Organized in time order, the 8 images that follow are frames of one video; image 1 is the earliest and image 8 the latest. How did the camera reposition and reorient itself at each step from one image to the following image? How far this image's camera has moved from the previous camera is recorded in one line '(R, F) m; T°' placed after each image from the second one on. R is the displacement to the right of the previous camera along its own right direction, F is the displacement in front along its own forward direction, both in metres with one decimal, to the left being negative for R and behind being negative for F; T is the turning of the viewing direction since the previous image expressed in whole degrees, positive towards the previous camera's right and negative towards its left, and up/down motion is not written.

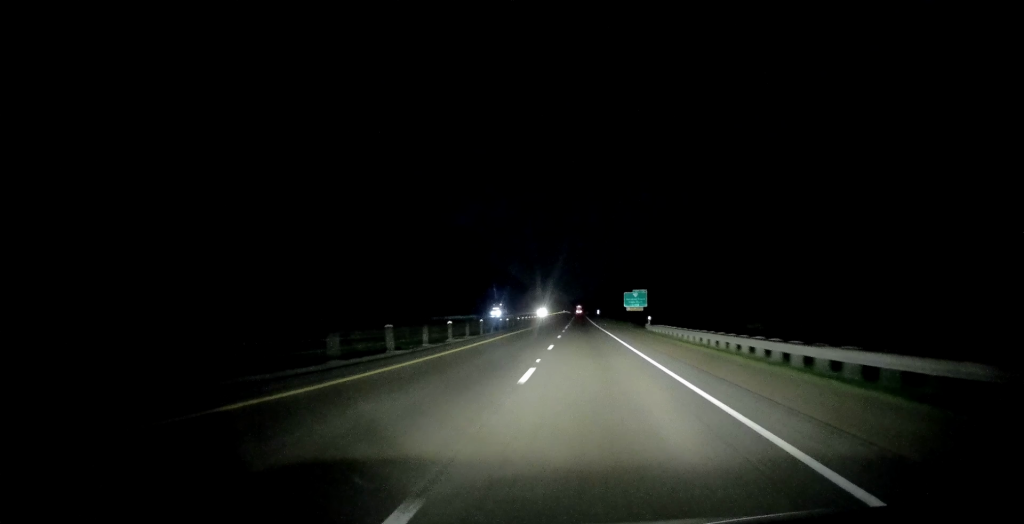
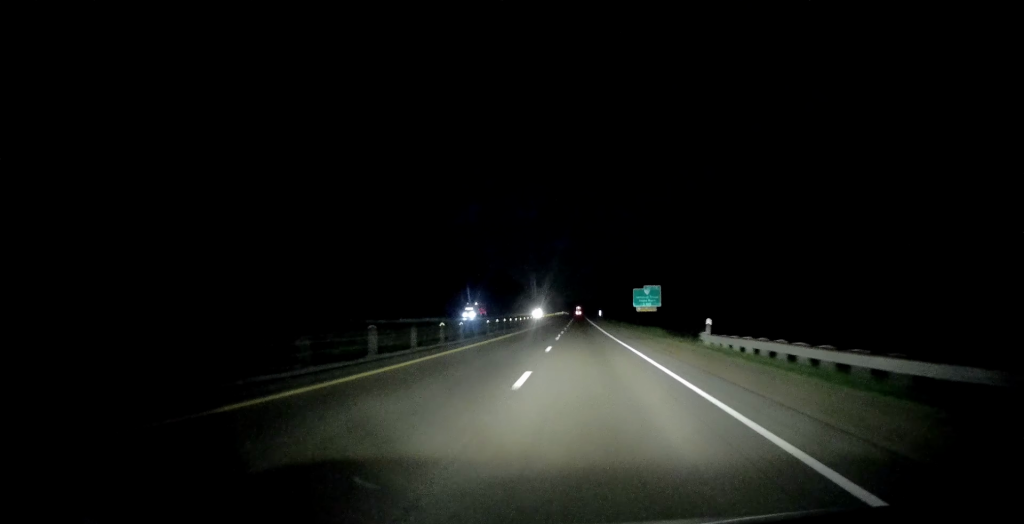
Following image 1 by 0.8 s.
(0.0, +25.1) m; 0°
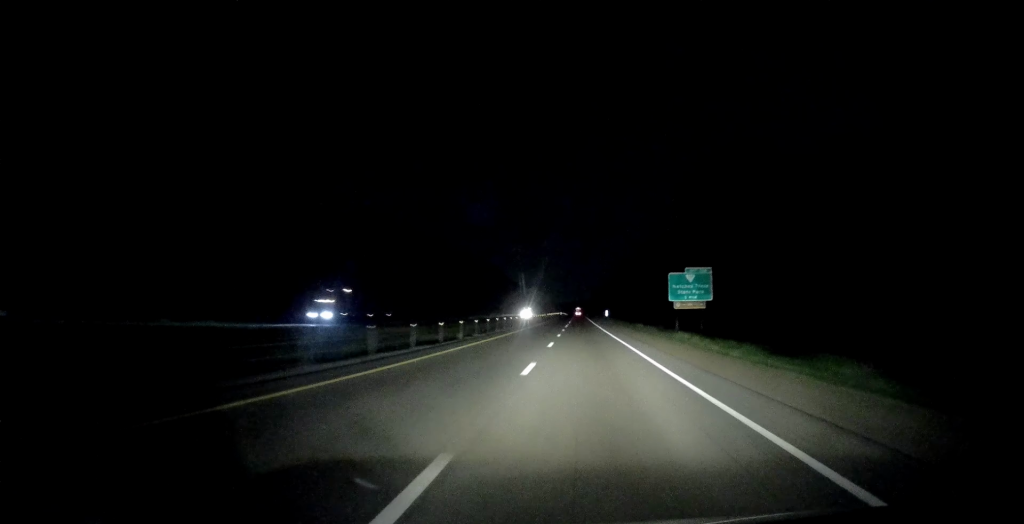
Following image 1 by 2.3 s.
(+0.4, +46.0) m; 0°
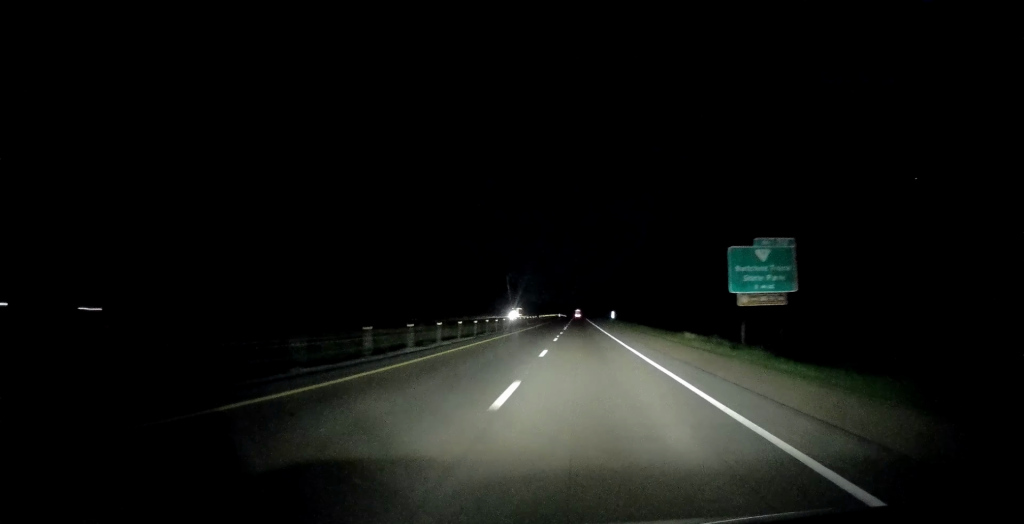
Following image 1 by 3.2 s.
(-0.4, +29.3) m; 0°
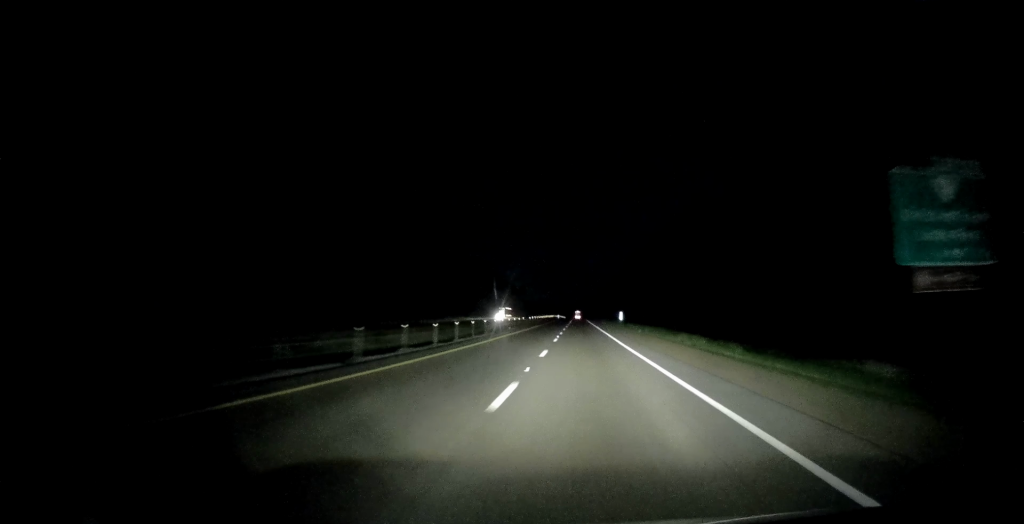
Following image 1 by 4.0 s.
(+0.3, +24.0) m; 0°
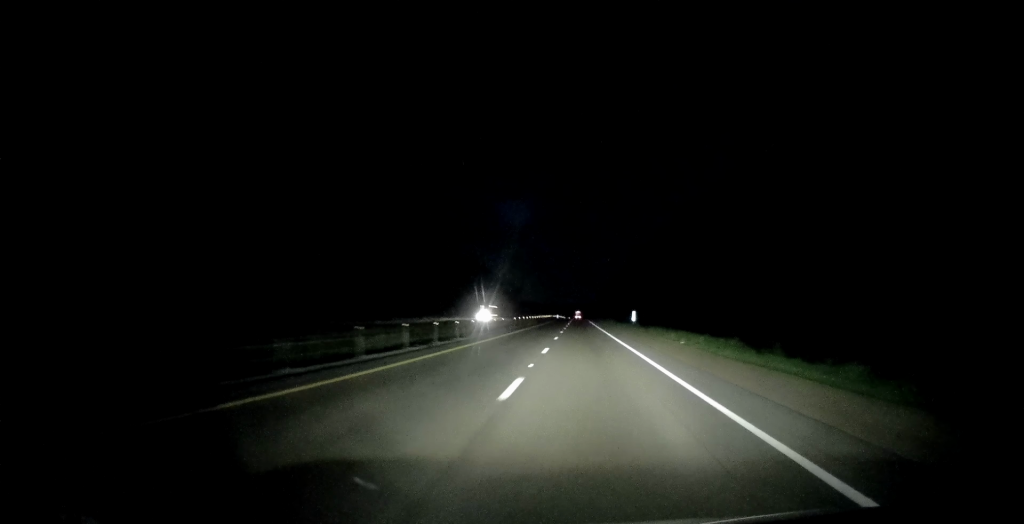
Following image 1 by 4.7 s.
(-0.2, +22.9) m; 0°
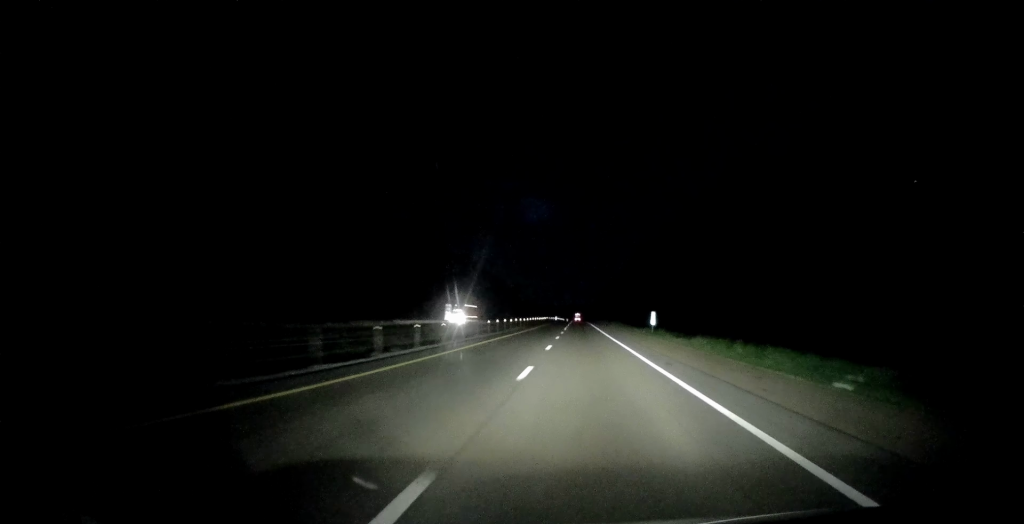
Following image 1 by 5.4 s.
(-0.1, +20.8) m; 0°
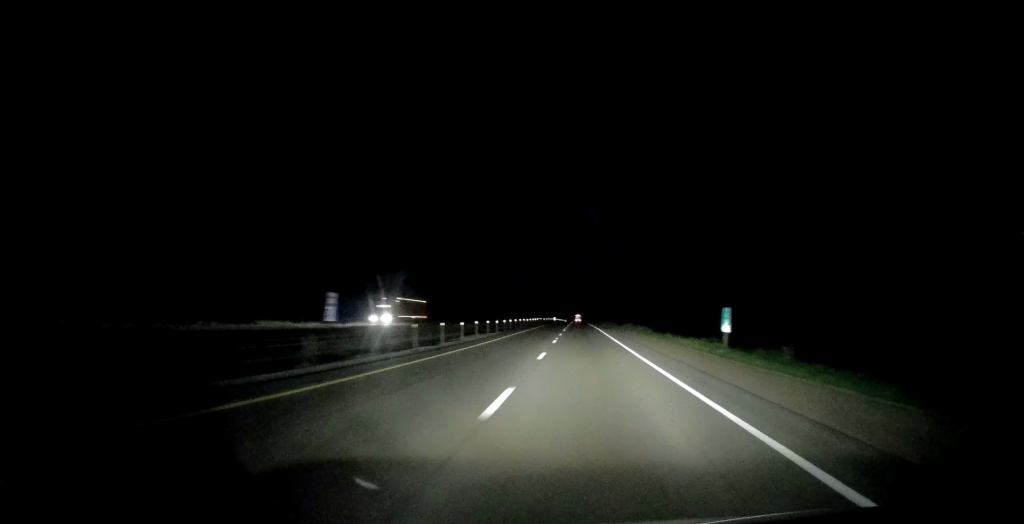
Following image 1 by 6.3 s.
(+0.2, +29.1) m; +1°
